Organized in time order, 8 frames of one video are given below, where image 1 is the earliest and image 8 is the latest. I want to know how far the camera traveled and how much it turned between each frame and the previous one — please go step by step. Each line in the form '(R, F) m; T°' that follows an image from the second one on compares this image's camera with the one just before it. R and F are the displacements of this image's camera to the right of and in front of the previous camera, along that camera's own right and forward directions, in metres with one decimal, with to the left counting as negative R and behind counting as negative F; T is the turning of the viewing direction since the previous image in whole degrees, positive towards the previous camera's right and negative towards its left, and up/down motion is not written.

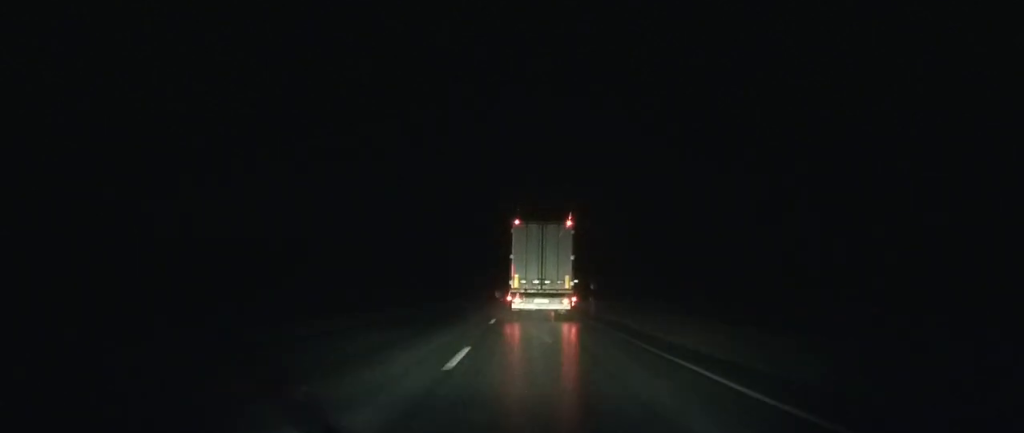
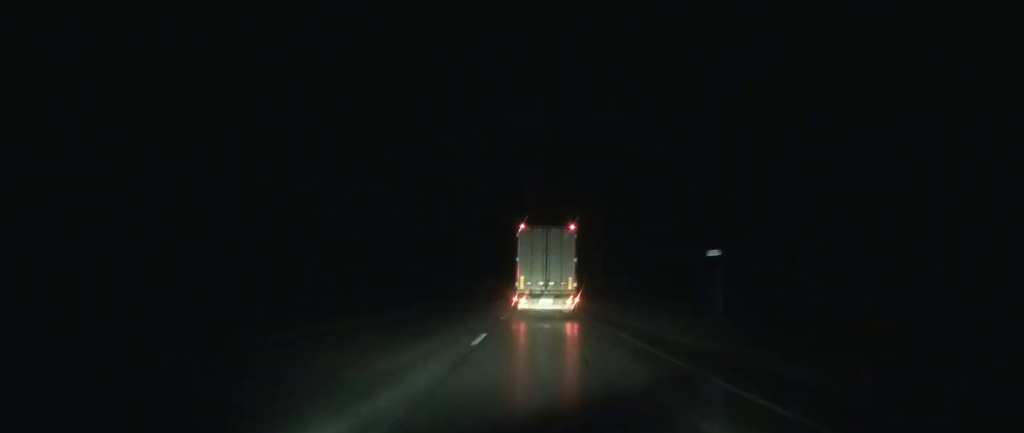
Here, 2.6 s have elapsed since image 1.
(+0.1, +57.8) m; 0°
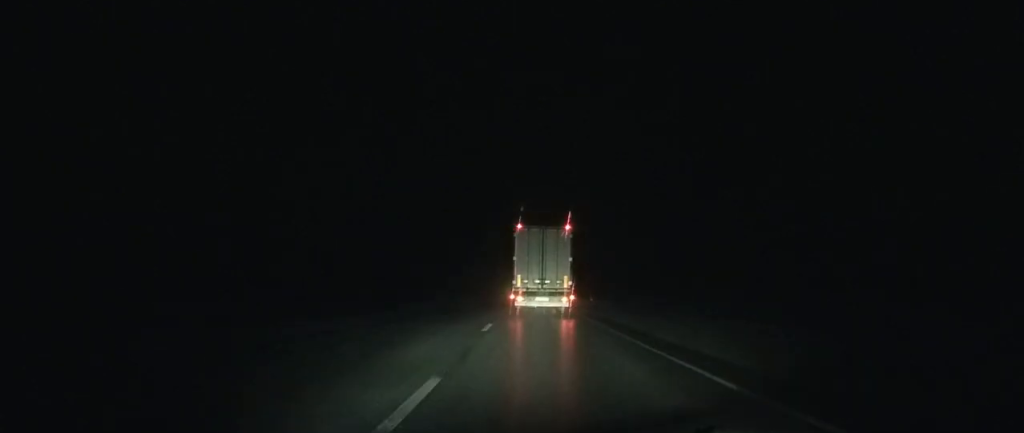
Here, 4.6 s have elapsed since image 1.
(-0.4, +43.2) m; 0°
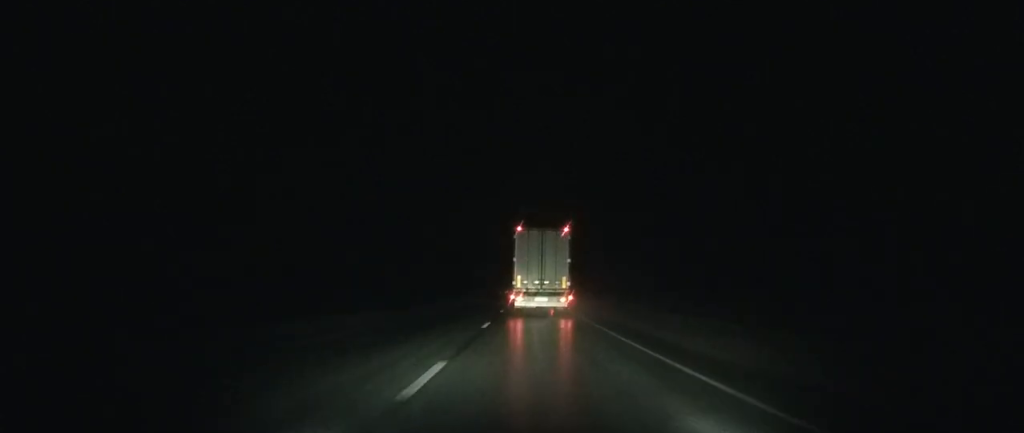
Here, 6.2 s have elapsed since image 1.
(-0.1, +34.2) m; 0°
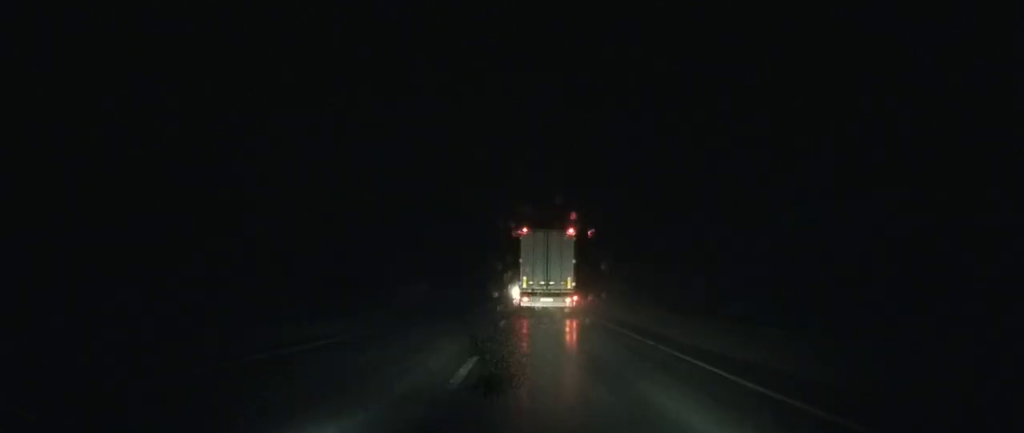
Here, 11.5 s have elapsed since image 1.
(+0.6, +112.6) m; +1°
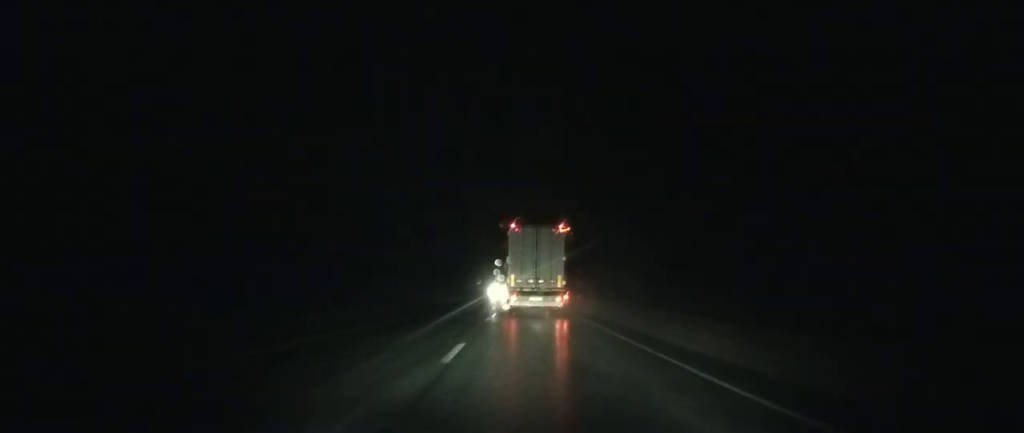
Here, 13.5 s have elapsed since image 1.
(0.0, +45.6) m; 0°
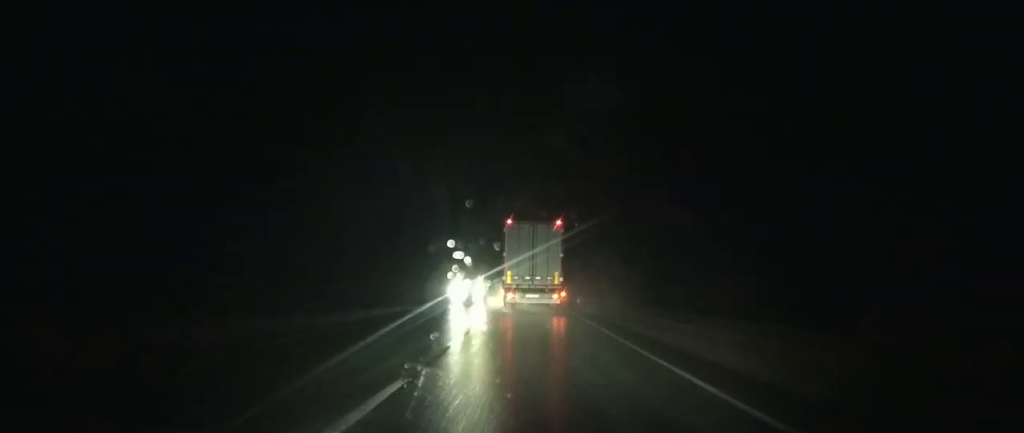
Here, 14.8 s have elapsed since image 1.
(+0.1, +29.9) m; 0°
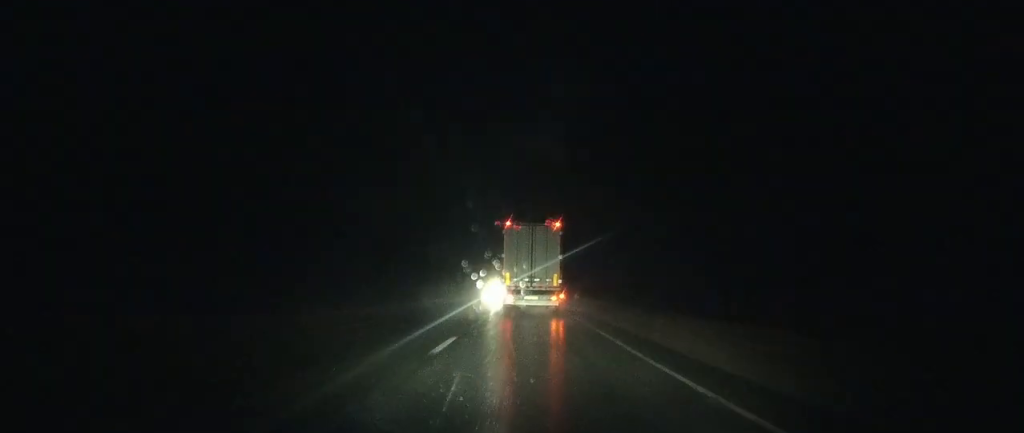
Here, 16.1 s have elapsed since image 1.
(-0.2, +30.4) m; 0°
